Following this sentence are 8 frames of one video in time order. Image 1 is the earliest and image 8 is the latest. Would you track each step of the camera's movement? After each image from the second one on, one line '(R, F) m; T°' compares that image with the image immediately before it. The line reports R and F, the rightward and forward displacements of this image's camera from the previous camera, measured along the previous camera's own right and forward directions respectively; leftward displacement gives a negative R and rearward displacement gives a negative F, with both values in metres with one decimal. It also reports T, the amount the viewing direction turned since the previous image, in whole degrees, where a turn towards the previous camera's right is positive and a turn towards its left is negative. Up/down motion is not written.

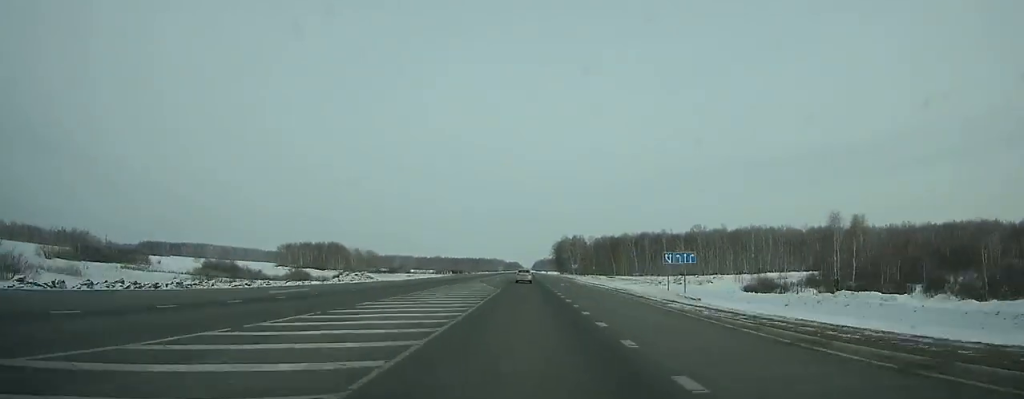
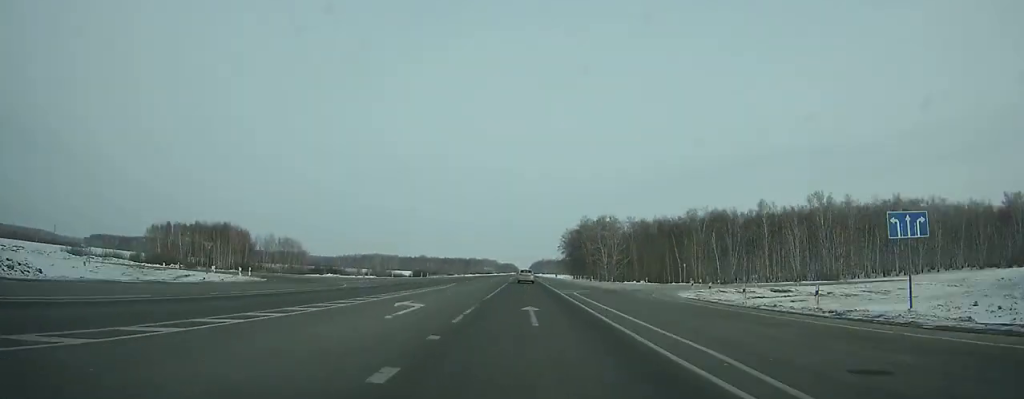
(+0.7, +109.4) m; +1°
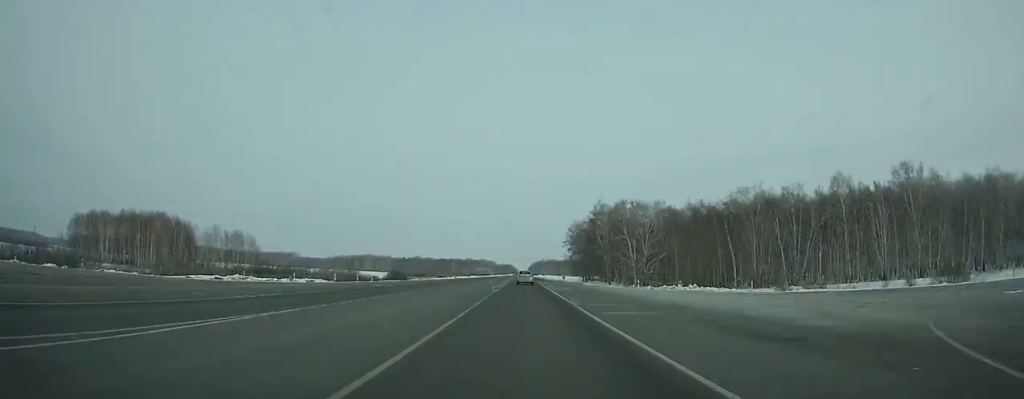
(0.0, +39.0) m; 0°
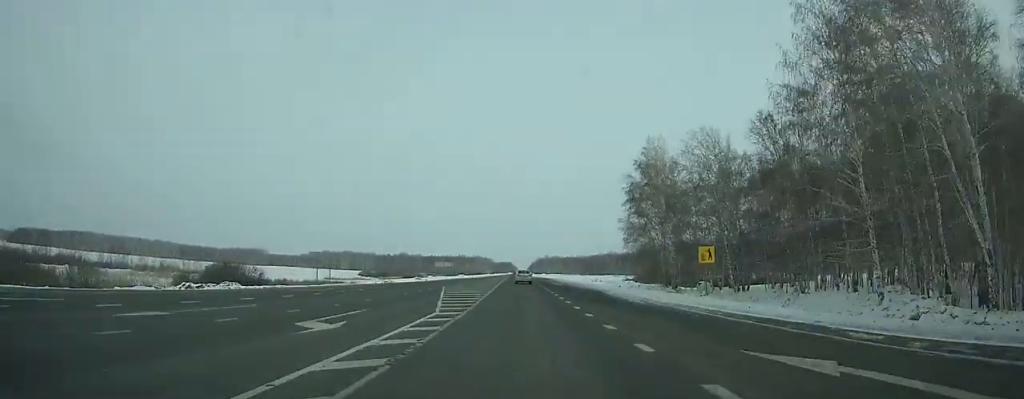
(+0.2, +108.0) m; 0°
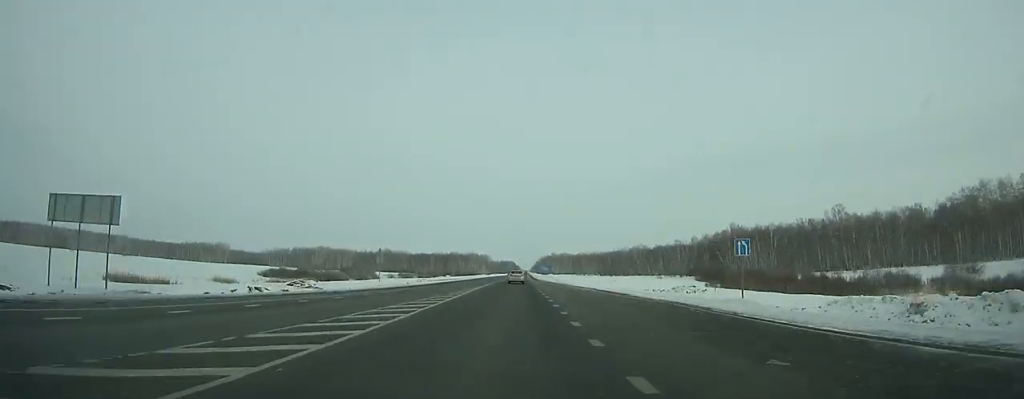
(+0.1, +108.1) m; 0°
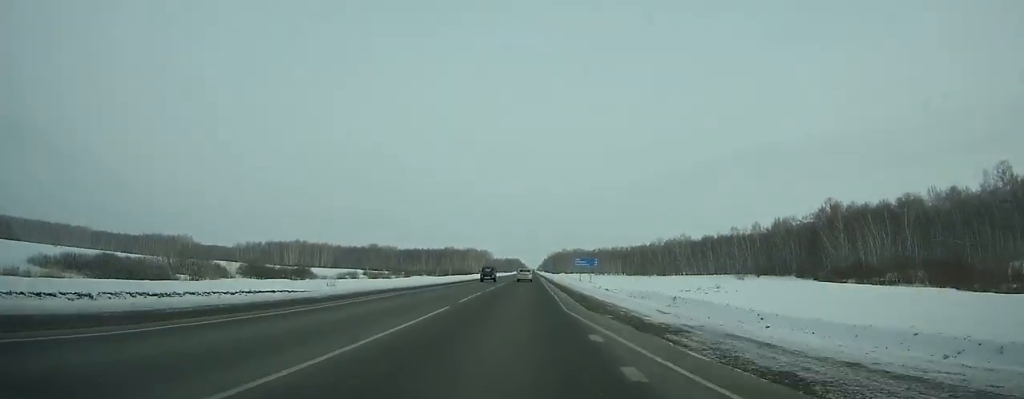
(-0.2, +86.3) m; 0°
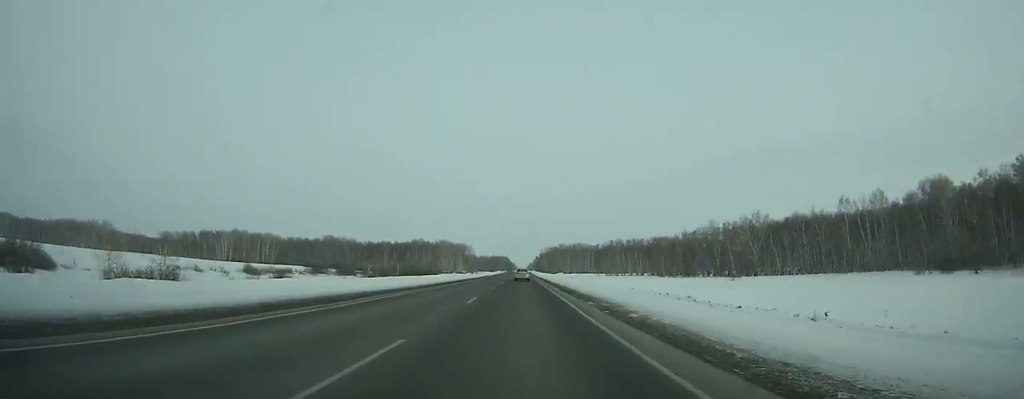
(+0.2, +106.1) m; 0°
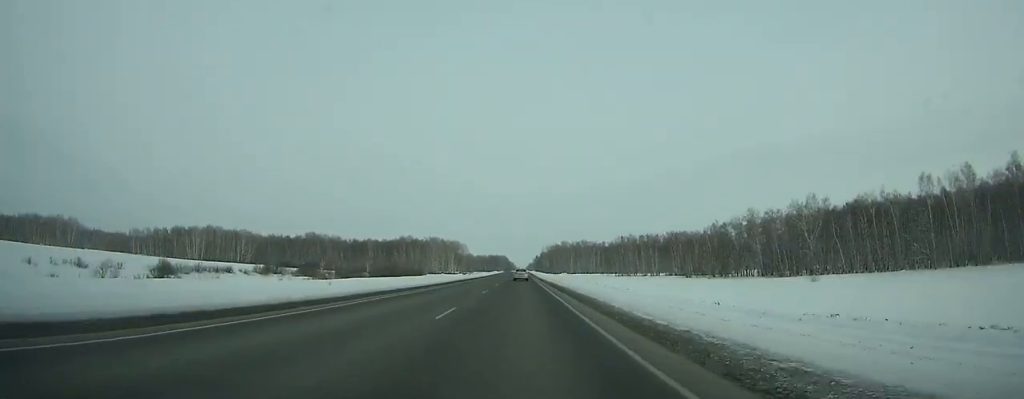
(+0.1, +39.3) m; 0°
